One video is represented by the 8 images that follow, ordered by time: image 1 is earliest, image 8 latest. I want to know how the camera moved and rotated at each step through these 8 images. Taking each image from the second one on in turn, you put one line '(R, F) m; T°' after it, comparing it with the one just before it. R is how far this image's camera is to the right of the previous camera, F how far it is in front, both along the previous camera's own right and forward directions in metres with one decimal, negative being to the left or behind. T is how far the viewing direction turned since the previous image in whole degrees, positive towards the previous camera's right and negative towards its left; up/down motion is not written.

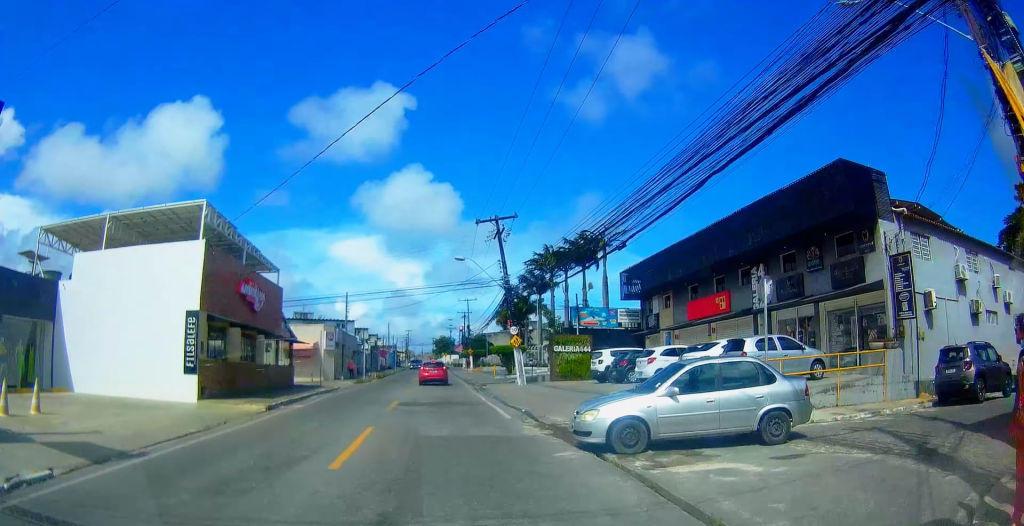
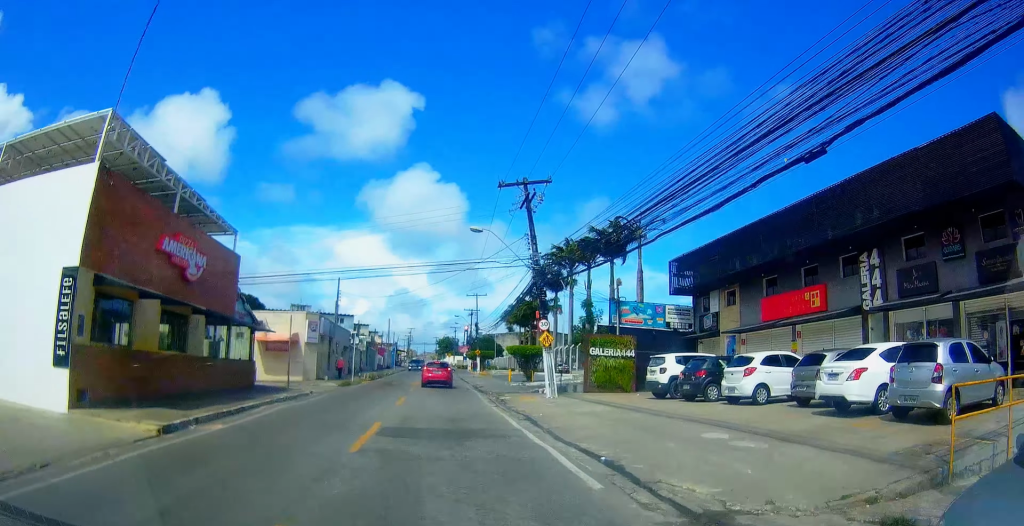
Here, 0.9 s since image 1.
(+0.4, +7.7) m; +3°
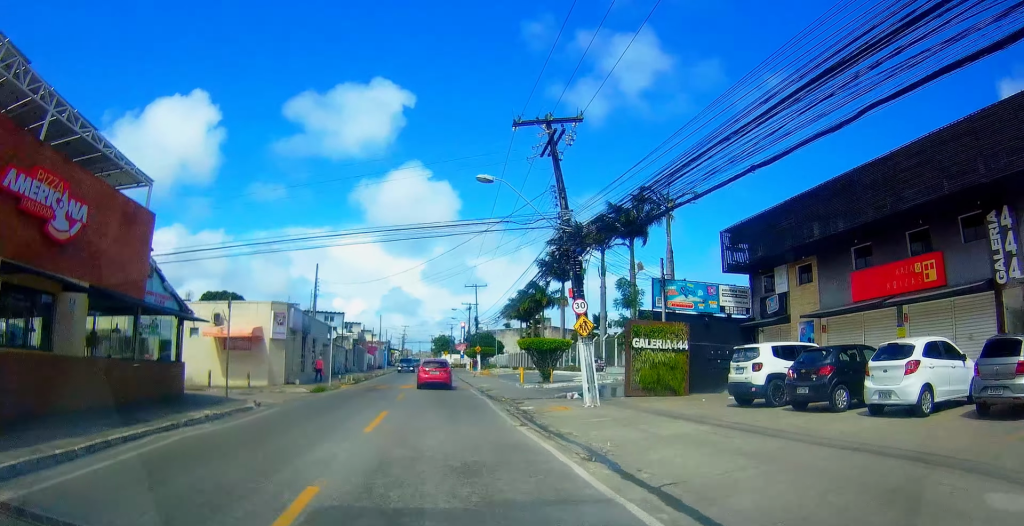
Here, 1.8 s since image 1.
(+0.1, +7.0) m; 0°
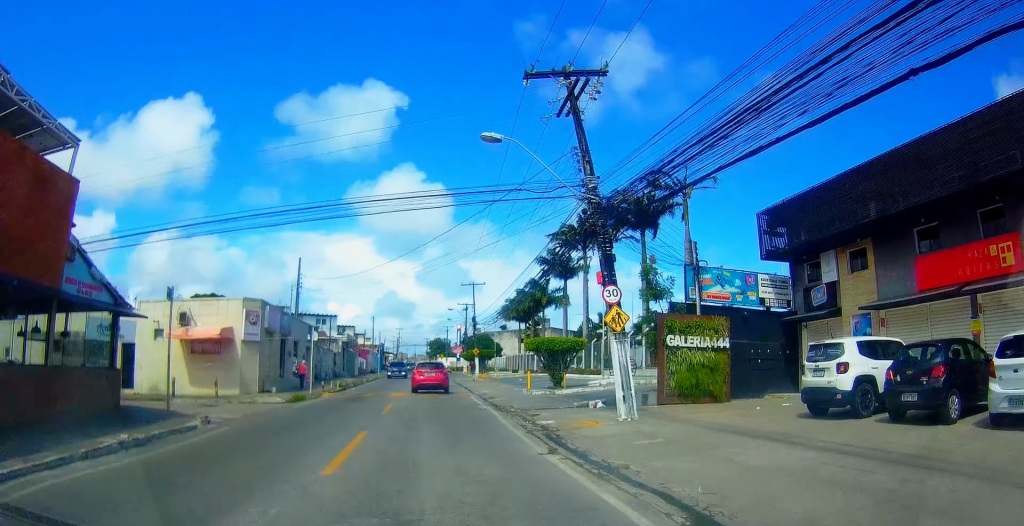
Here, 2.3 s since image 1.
(-0.1, +3.9) m; -1°
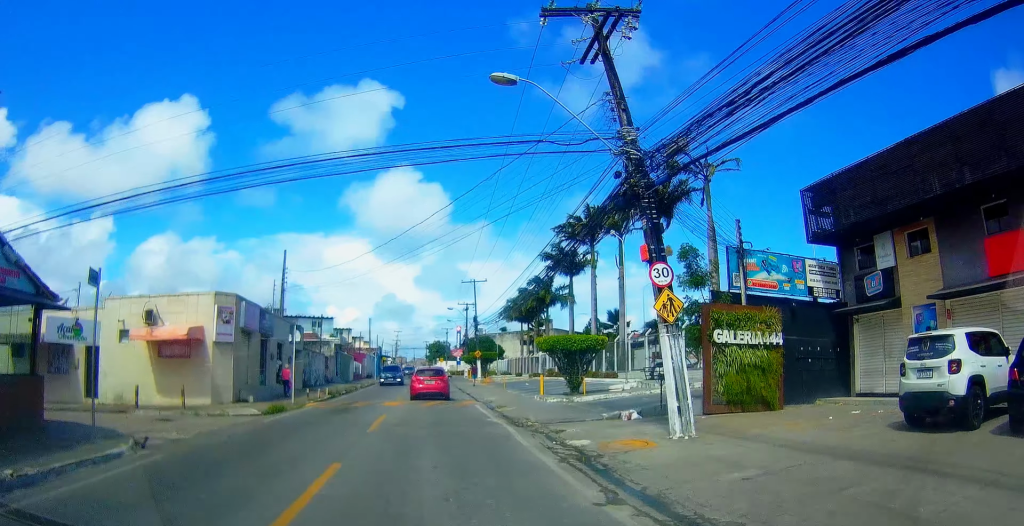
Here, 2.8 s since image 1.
(0.0, +3.4) m; -1°
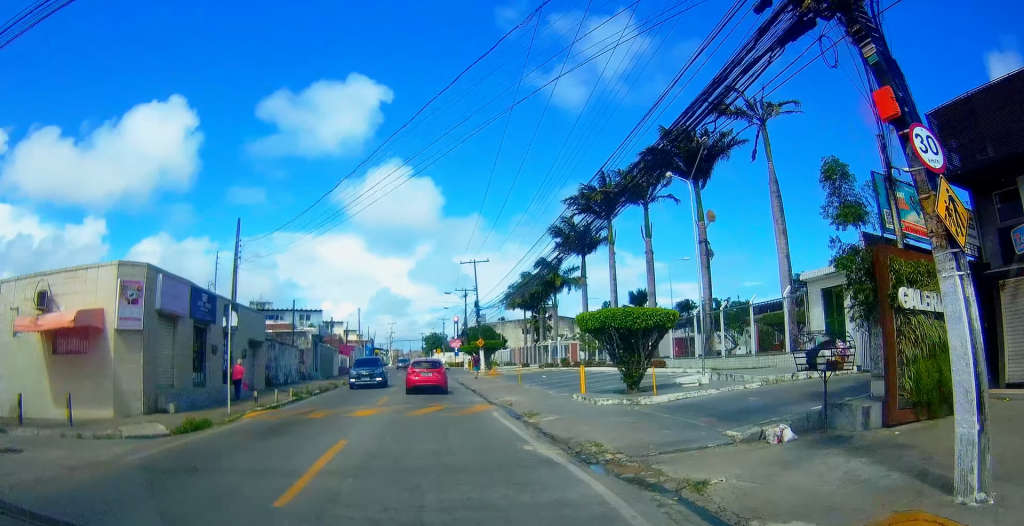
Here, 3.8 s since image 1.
(-0.1, +7.5) m; -1°
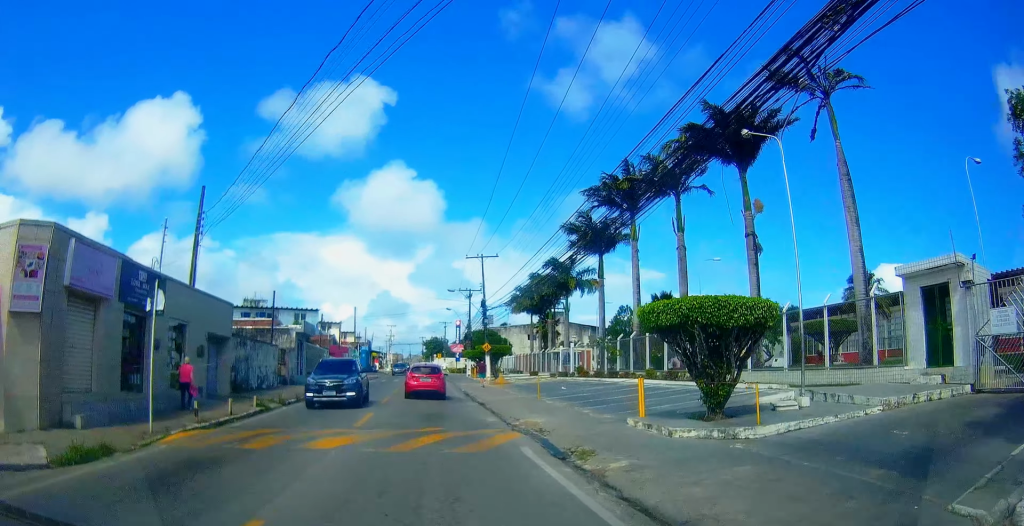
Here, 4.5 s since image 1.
(-0.1, +5.1) m; 0°
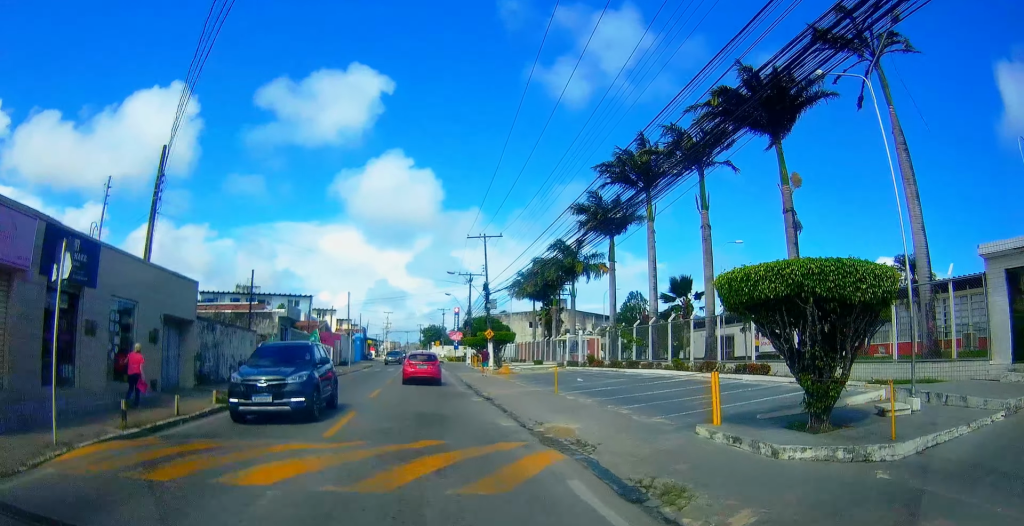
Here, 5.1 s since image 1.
(+0.2, +3.7) m; 0°
